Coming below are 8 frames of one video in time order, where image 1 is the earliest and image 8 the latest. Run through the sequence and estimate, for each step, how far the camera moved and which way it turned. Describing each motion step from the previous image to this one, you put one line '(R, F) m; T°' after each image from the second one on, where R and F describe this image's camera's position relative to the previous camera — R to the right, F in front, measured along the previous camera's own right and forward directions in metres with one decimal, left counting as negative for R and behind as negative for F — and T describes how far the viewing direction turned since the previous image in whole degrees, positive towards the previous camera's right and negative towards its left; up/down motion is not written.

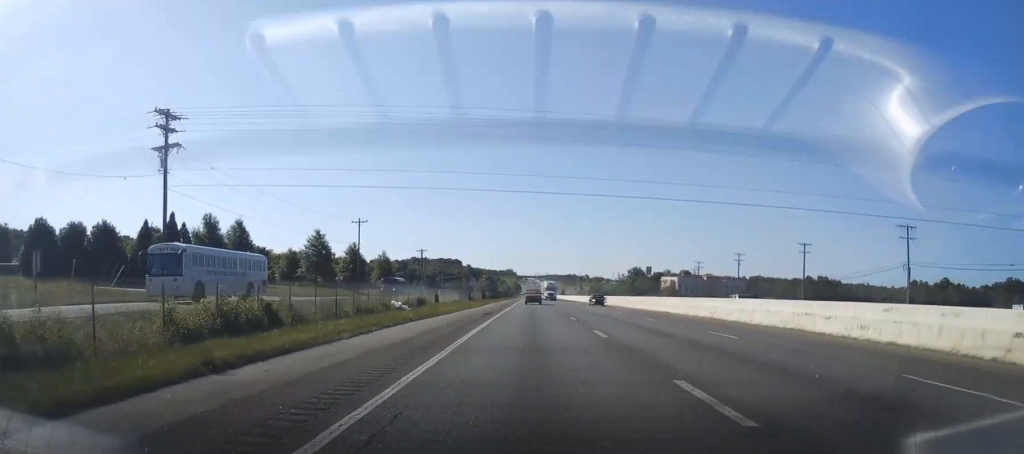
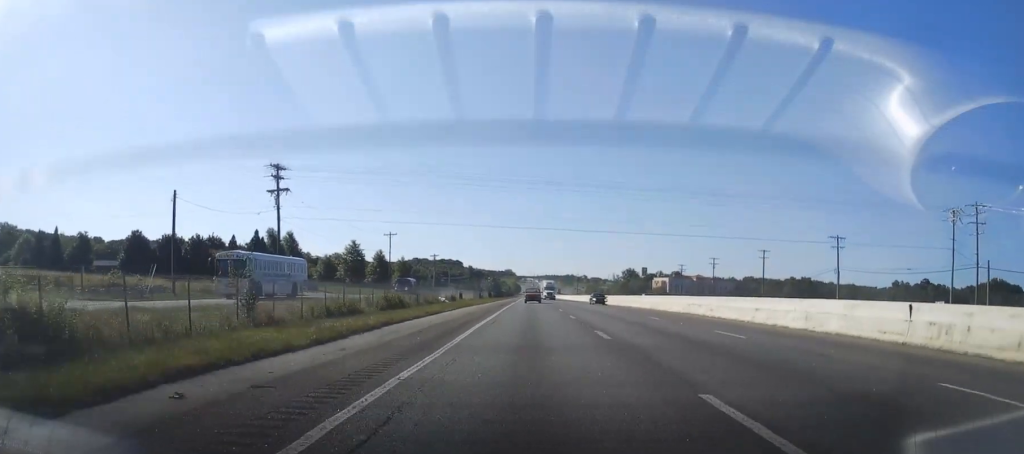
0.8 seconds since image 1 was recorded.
(0.0, +22.5) m; 0°
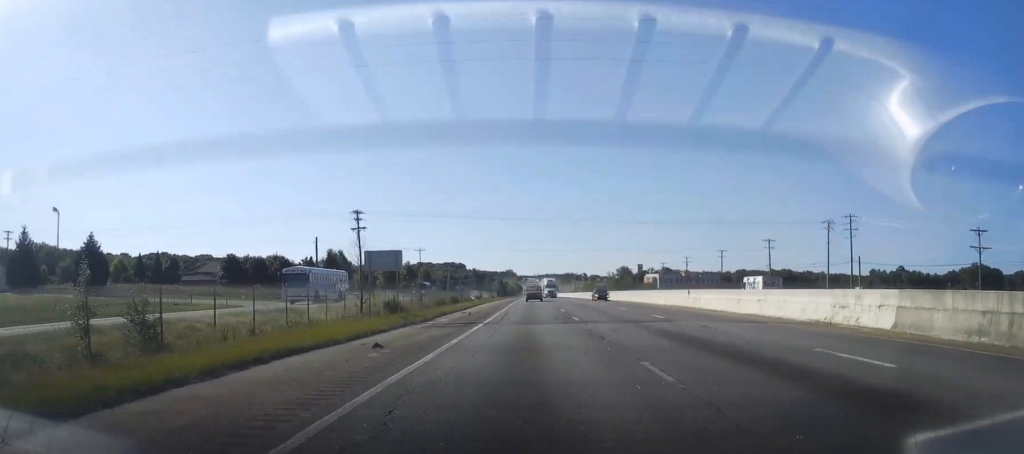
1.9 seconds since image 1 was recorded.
(+0.2, +33.5) m; 0°
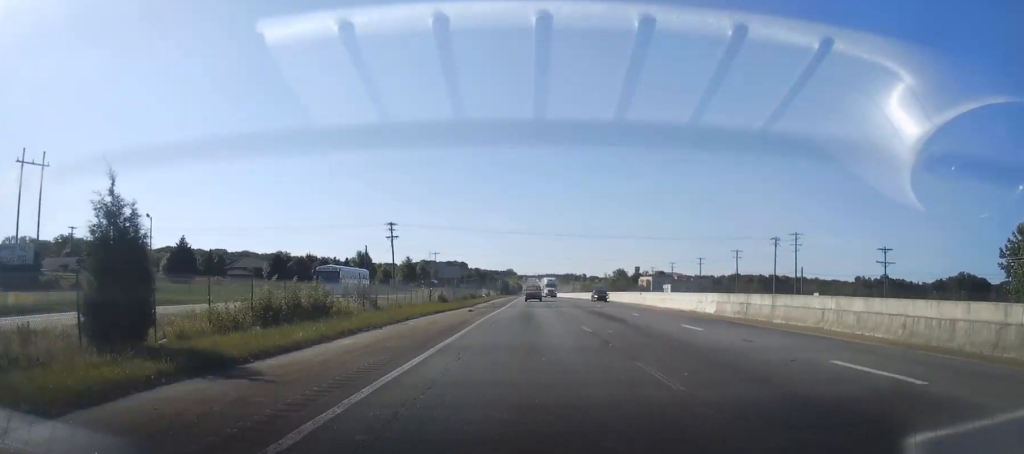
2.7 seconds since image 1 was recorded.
(-0.1, +24.7) m; -1°
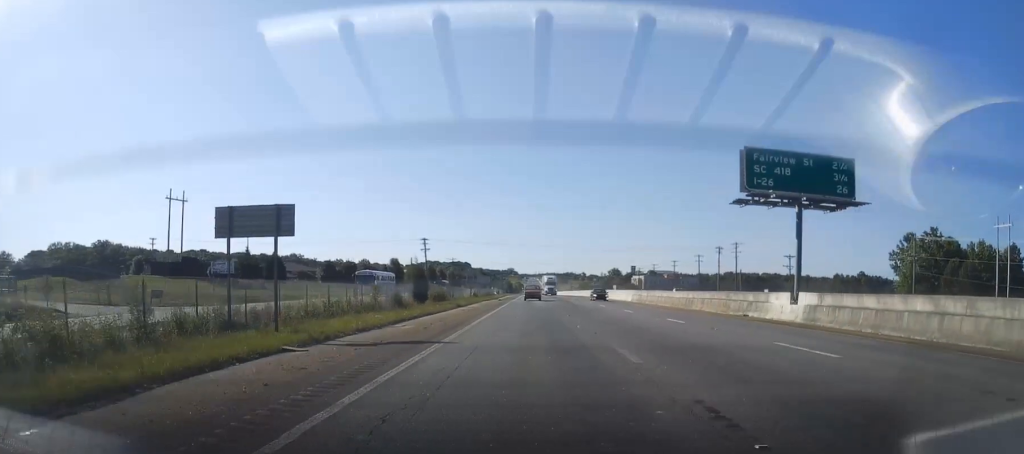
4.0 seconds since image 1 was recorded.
(-0.1, +38.6) m; +1°
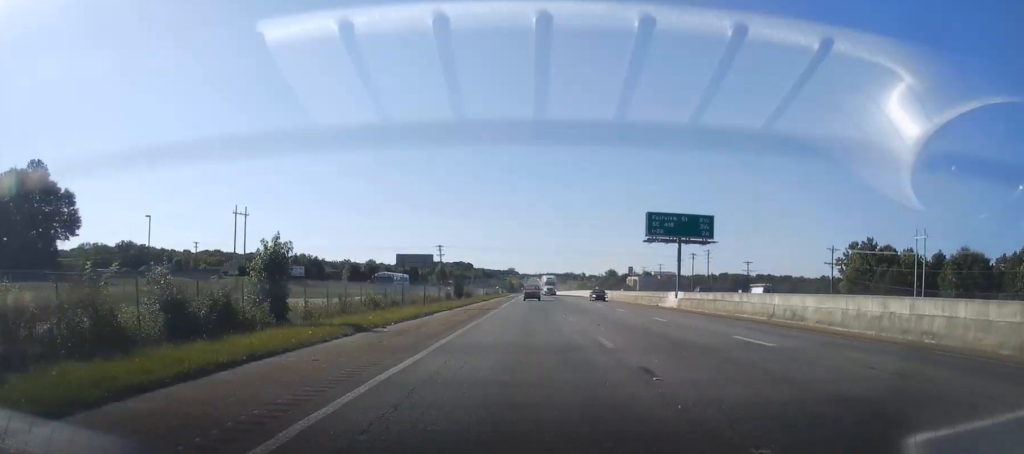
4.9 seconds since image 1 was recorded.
(+0.2, +26.7) m; 0°
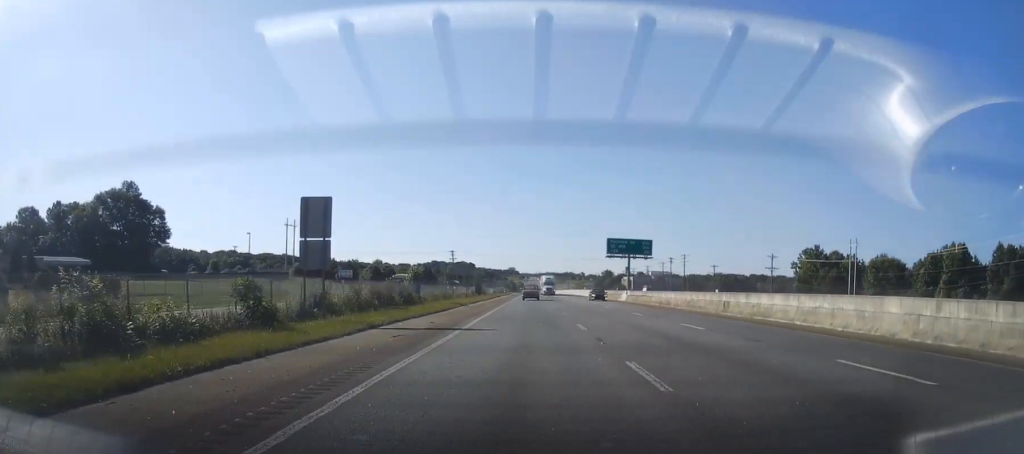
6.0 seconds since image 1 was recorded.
(0.0, +30.8) m; 0°
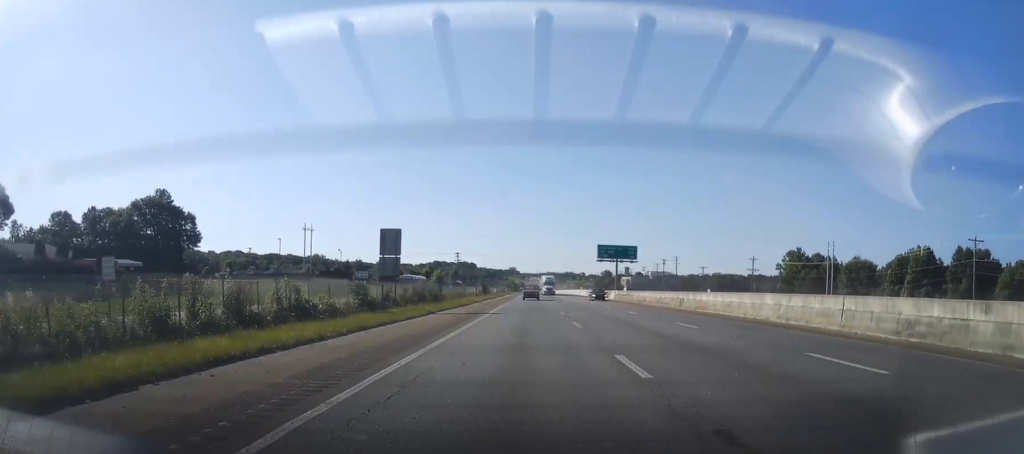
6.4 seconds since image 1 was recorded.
(+0.1, +12.9) m; 0°
